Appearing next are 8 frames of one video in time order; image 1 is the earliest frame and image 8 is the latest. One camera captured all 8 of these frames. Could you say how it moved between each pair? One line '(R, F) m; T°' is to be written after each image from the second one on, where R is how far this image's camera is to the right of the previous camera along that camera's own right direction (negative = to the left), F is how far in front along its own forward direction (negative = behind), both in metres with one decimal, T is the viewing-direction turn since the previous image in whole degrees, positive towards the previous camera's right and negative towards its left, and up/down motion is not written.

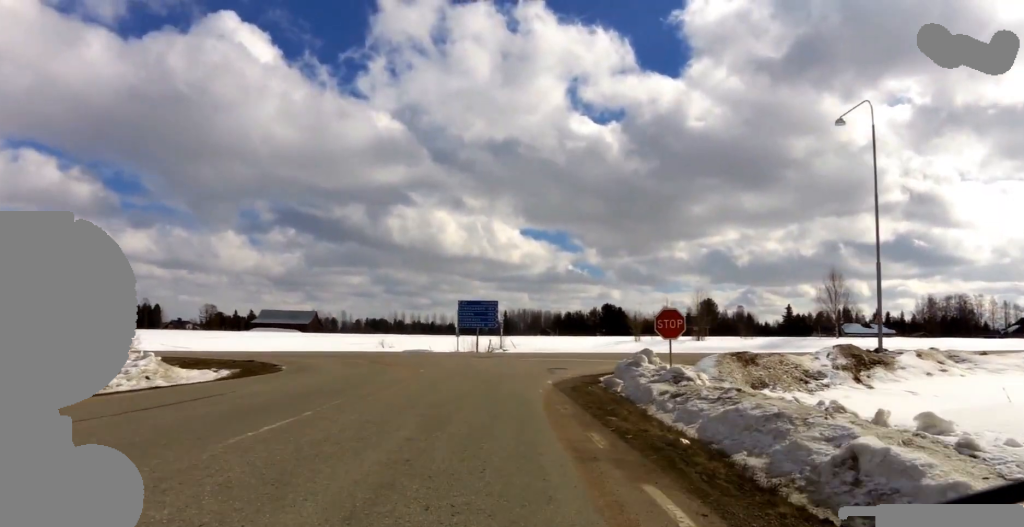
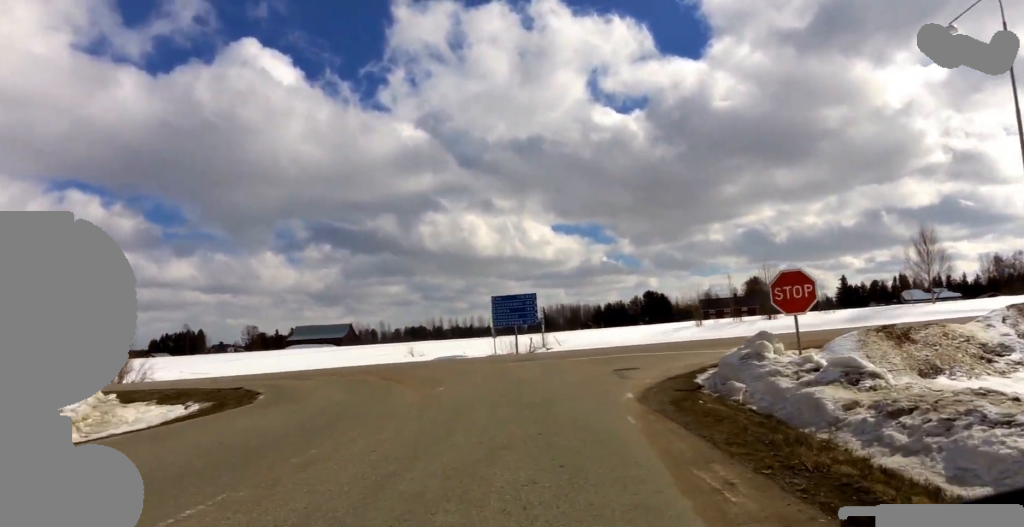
(+0.3, +5.0) m; +4°
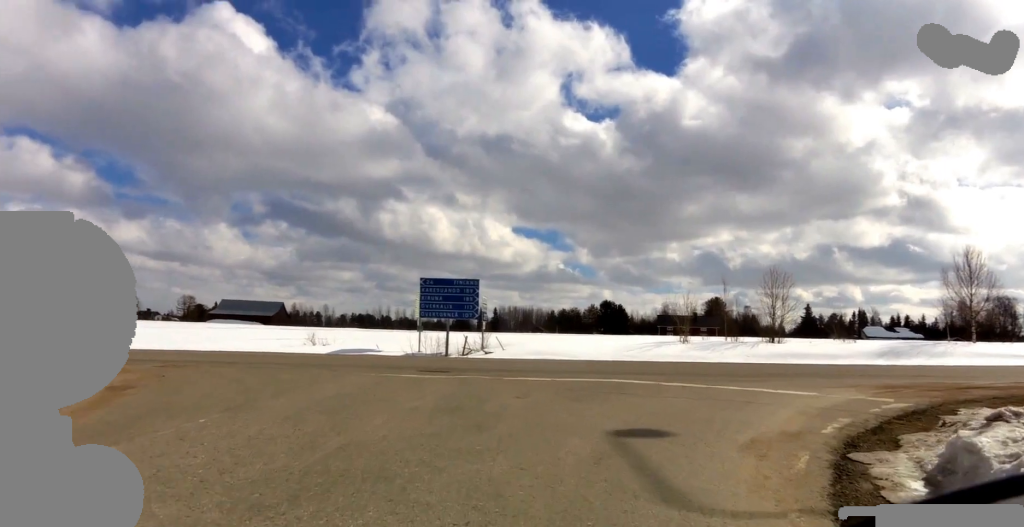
(+0.3, +8.7) m; -2°
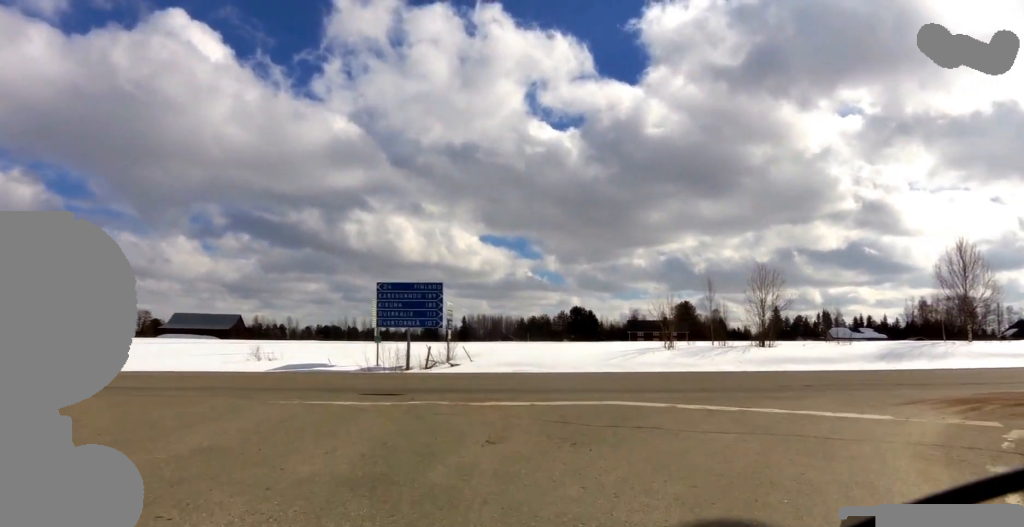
(+0.2, +2.9) m; -8°
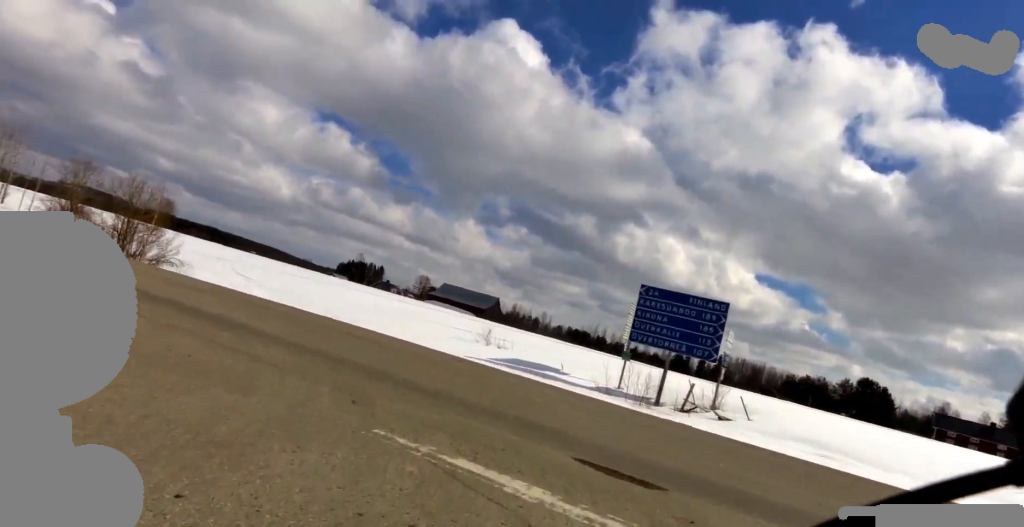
(-1.3, +5.6) m; -34°
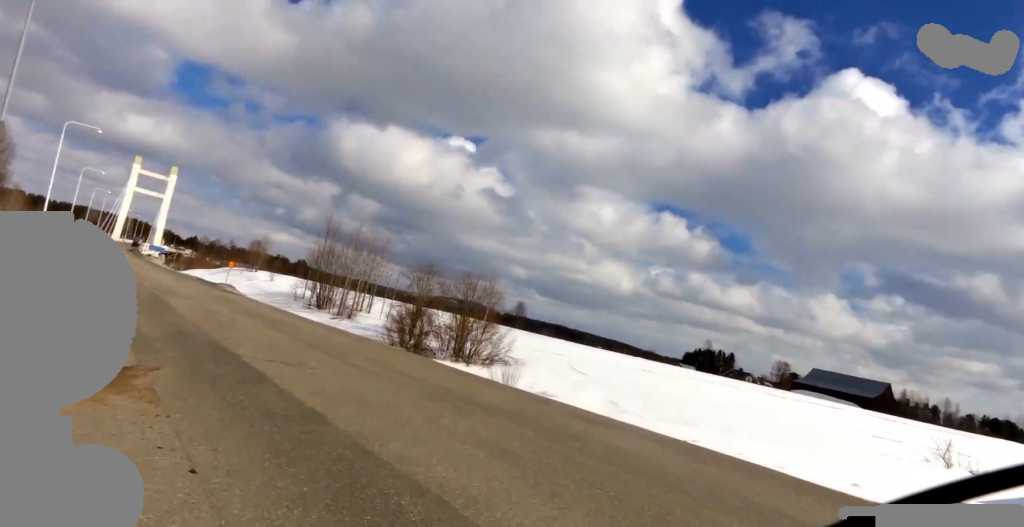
(-2.0, +6.1) m; -26°
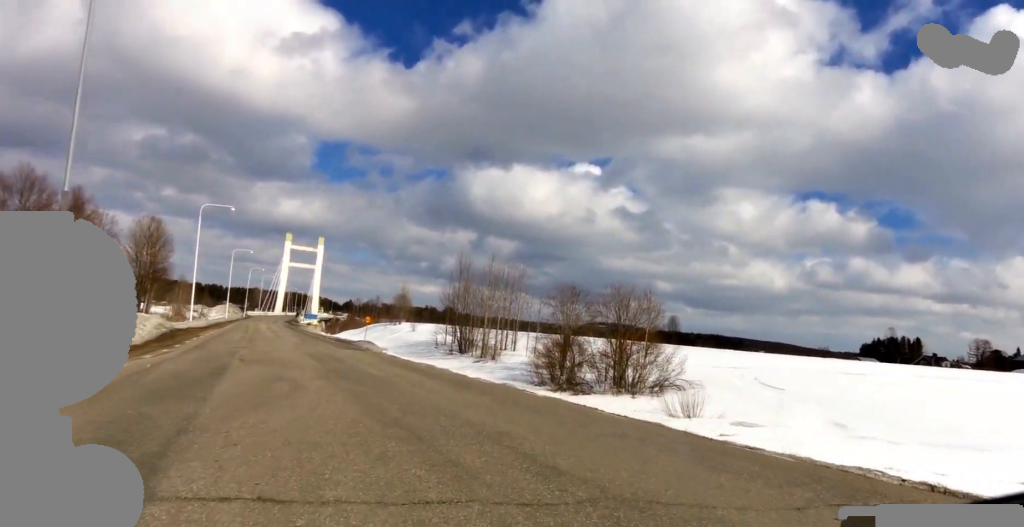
(-0.3, +5.1) m; -9°
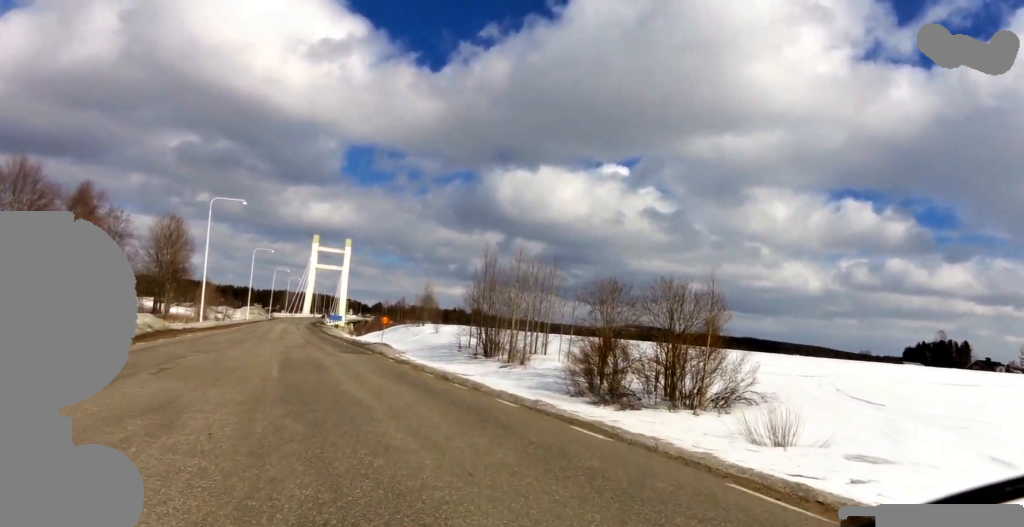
(-0.4, +5.2) m; -7°
